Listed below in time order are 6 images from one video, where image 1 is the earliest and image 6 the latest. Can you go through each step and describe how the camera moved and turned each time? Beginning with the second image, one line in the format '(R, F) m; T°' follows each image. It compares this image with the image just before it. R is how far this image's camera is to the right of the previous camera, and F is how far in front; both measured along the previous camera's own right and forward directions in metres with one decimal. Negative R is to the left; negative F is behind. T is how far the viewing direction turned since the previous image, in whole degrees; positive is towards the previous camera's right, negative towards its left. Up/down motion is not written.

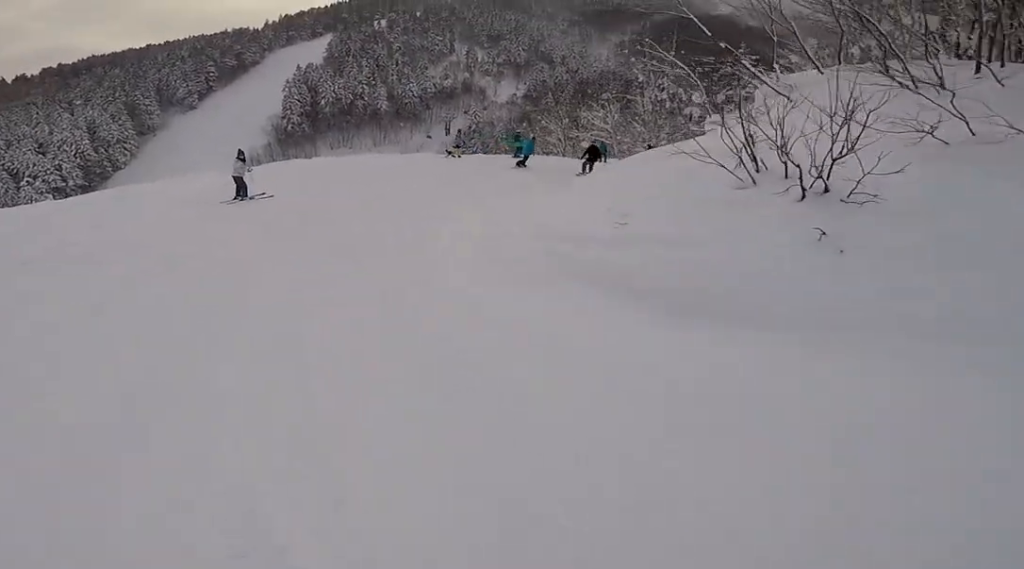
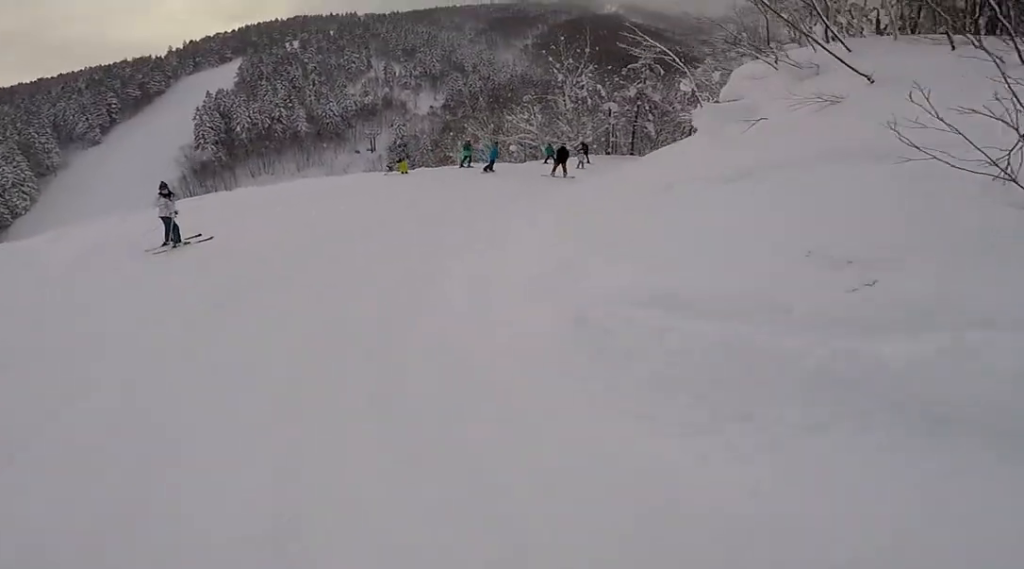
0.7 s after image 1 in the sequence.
(0.0, +2.8) m; +3°
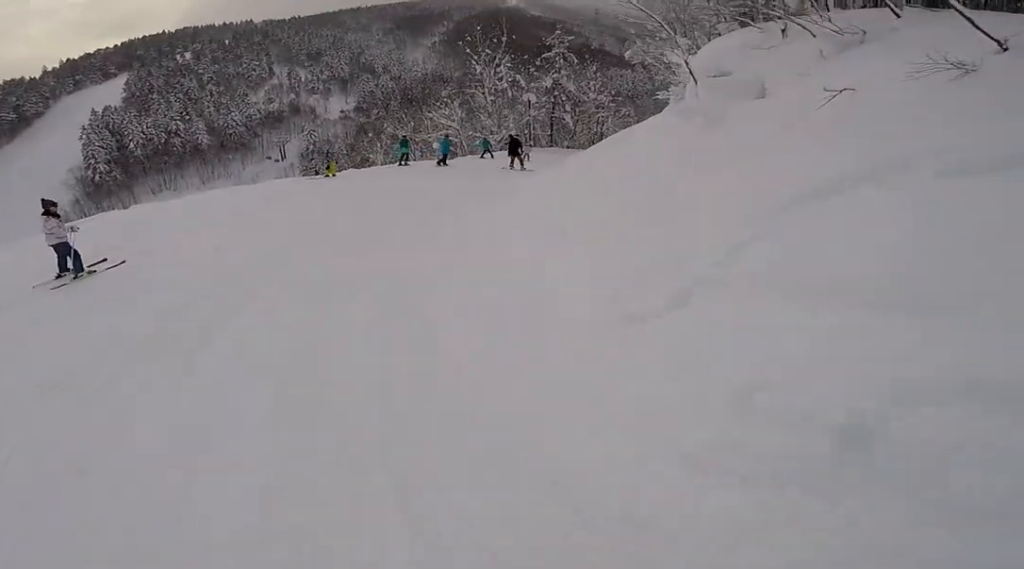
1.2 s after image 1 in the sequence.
(+0.1, +2.0) m; +9°
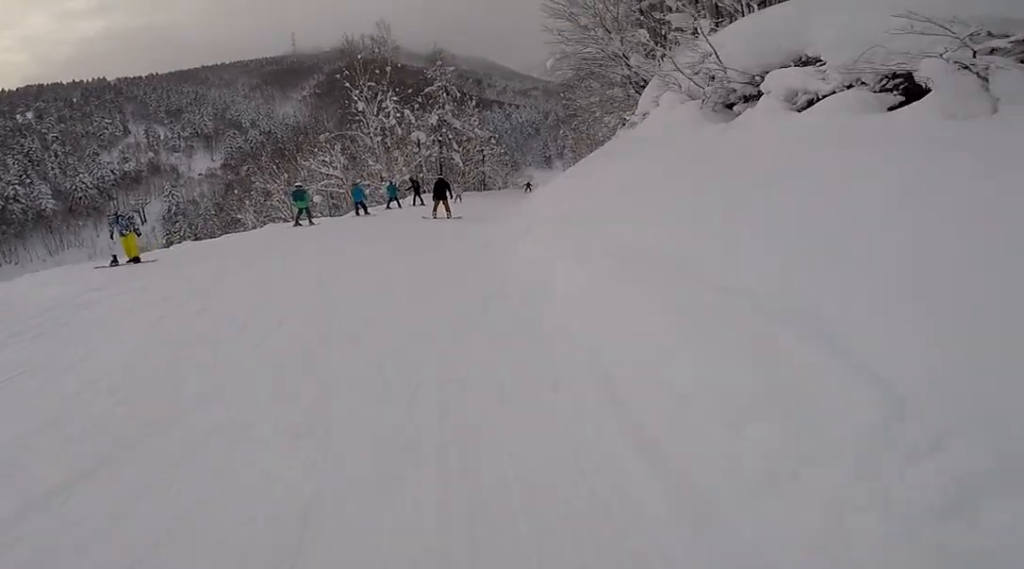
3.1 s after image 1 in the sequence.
(+2.3, +7.7) m; +18°
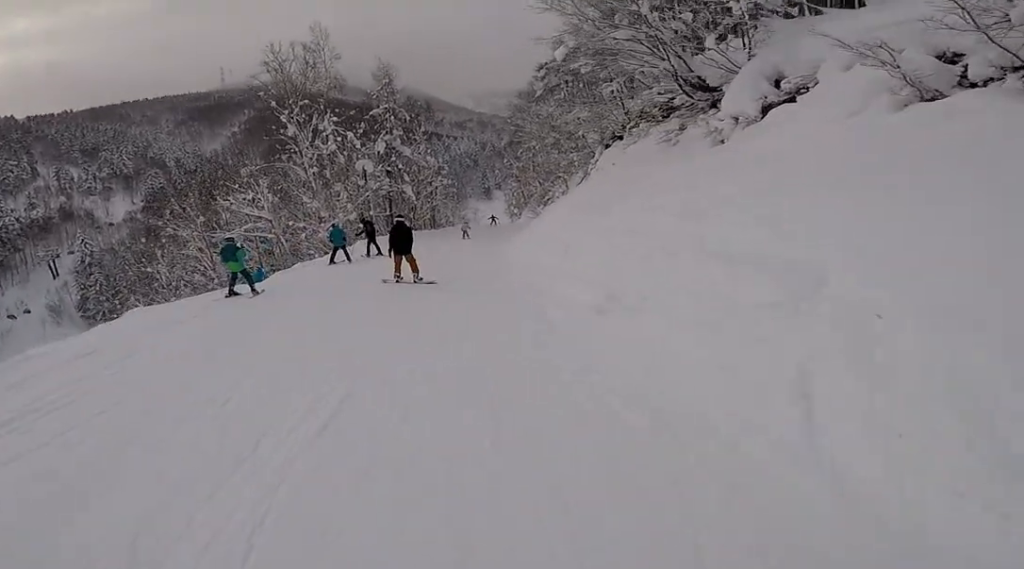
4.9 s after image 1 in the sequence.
(-0.8, +6.9) m; +10°
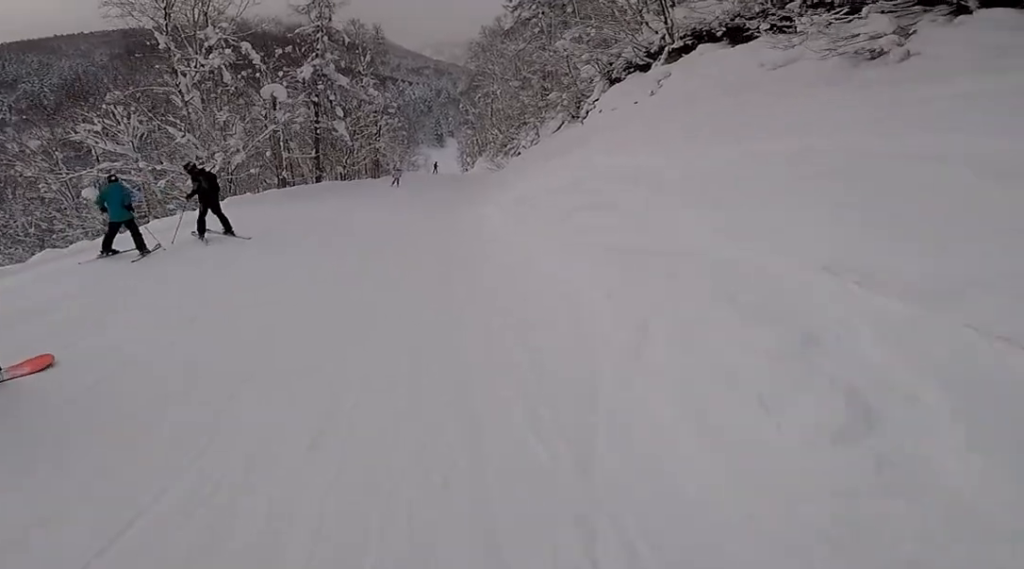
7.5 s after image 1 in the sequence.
(-1.0, +10.8) m; -18°
